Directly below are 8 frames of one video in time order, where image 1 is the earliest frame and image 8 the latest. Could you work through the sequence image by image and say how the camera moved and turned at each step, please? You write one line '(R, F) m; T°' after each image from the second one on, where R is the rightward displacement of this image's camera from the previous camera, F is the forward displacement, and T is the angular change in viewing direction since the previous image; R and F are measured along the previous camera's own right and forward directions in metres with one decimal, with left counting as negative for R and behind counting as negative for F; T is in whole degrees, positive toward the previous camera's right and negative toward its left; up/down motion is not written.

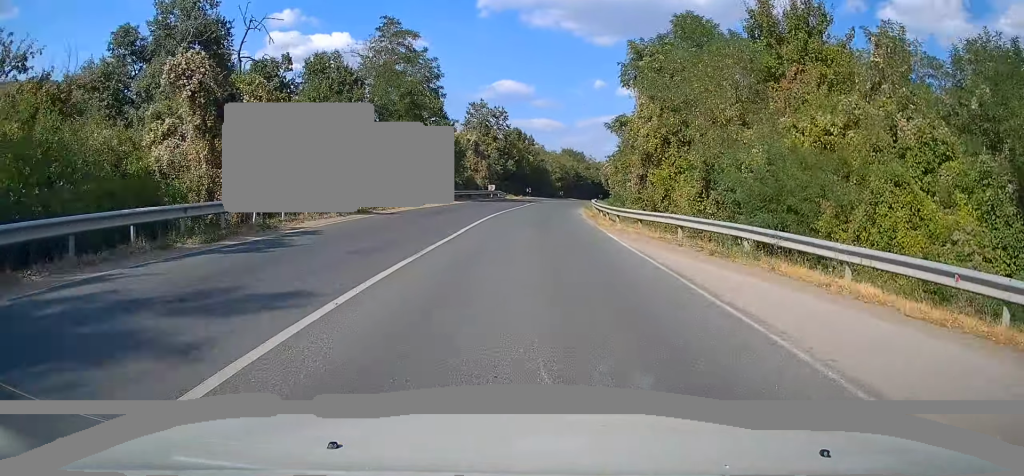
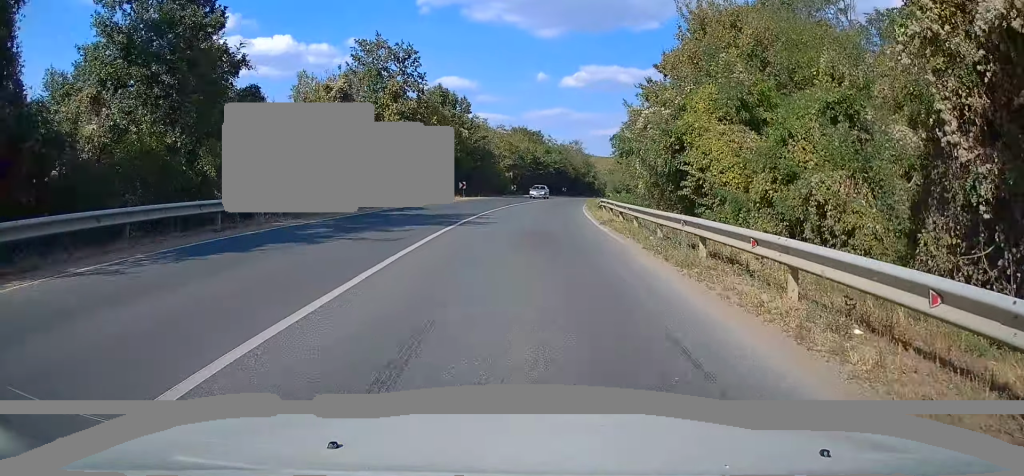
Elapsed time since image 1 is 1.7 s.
(+0.9, +39.8) m; +4°
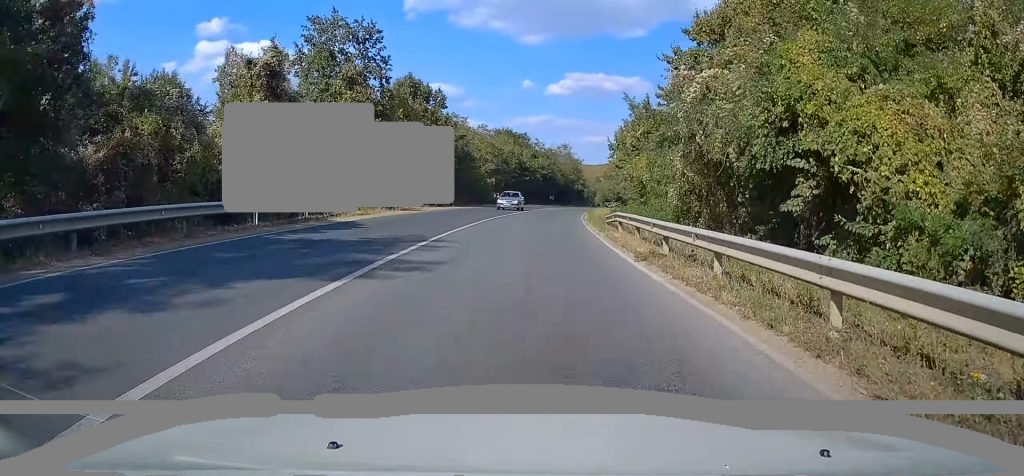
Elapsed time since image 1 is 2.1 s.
(+0.2, +9.4) m; +1°
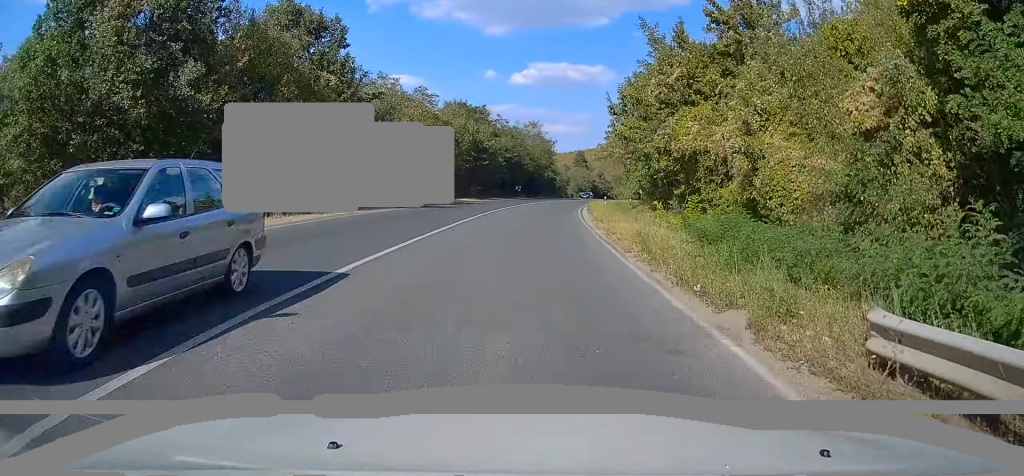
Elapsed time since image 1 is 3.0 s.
(+0.6, +22.0) m; +3°
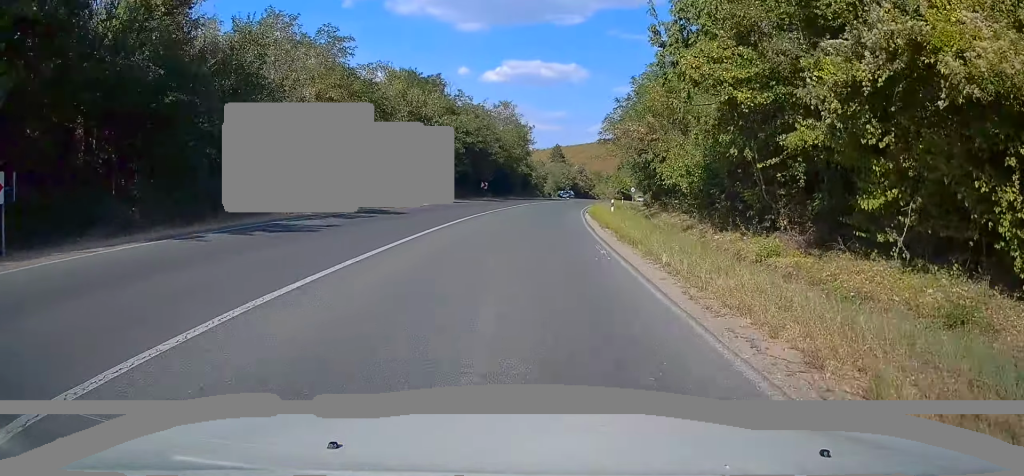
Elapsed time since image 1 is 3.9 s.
(+0.2, +19.7) m; +3°
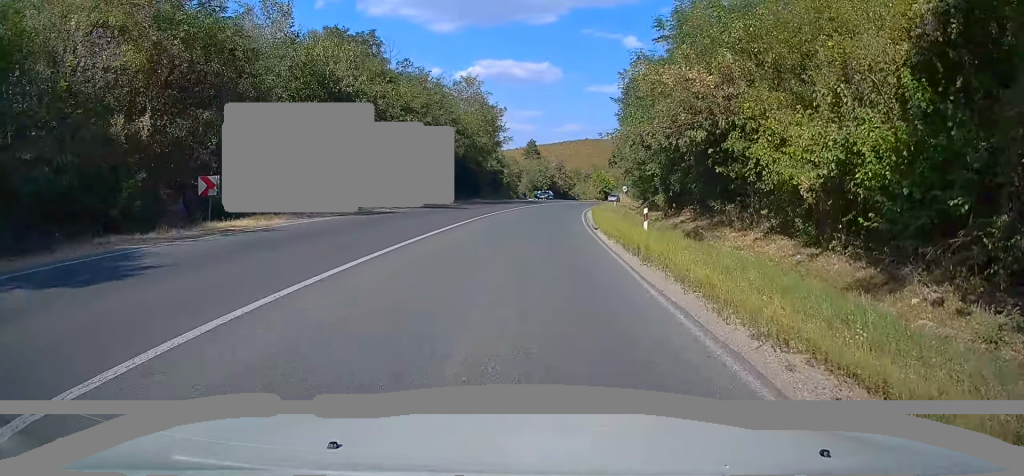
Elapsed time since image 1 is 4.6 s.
(+0.6, +16.5) m; +2°
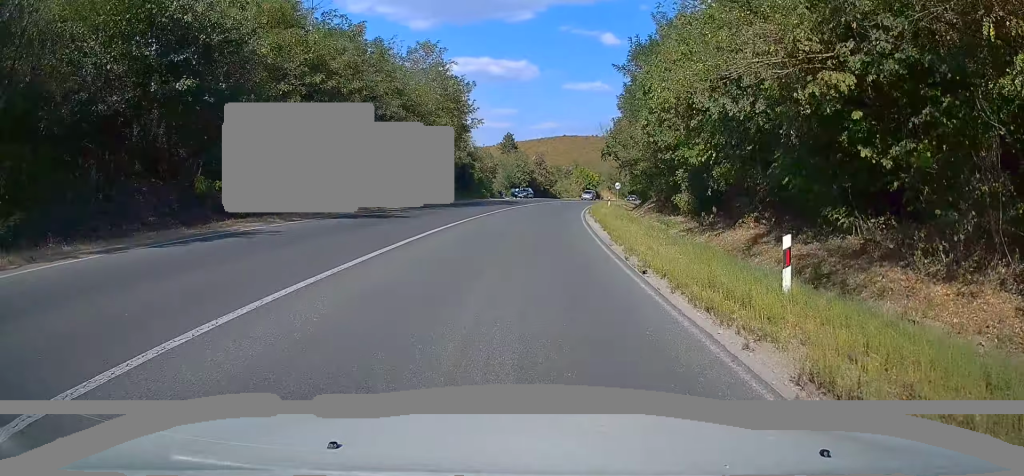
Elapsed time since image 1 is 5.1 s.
(+0.2, +12.6) m; +2°
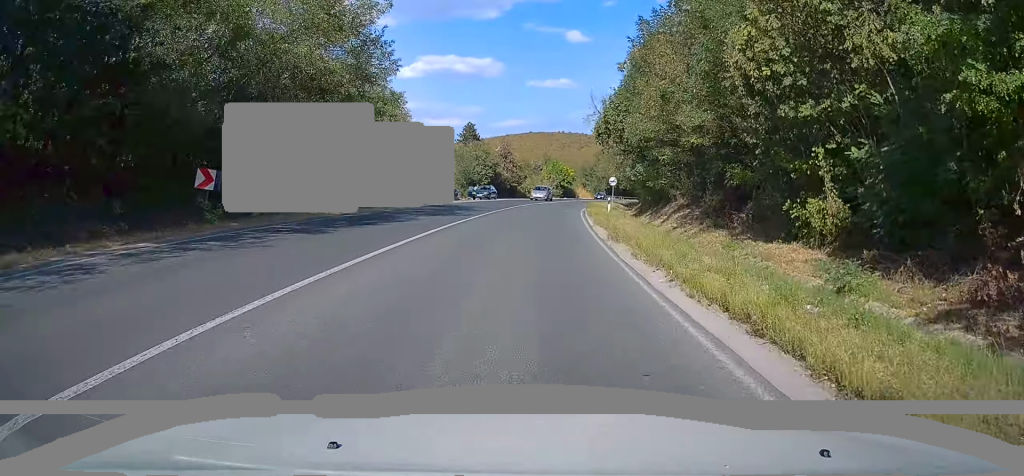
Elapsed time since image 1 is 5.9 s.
(+0.2, +19.6) m; +3°
